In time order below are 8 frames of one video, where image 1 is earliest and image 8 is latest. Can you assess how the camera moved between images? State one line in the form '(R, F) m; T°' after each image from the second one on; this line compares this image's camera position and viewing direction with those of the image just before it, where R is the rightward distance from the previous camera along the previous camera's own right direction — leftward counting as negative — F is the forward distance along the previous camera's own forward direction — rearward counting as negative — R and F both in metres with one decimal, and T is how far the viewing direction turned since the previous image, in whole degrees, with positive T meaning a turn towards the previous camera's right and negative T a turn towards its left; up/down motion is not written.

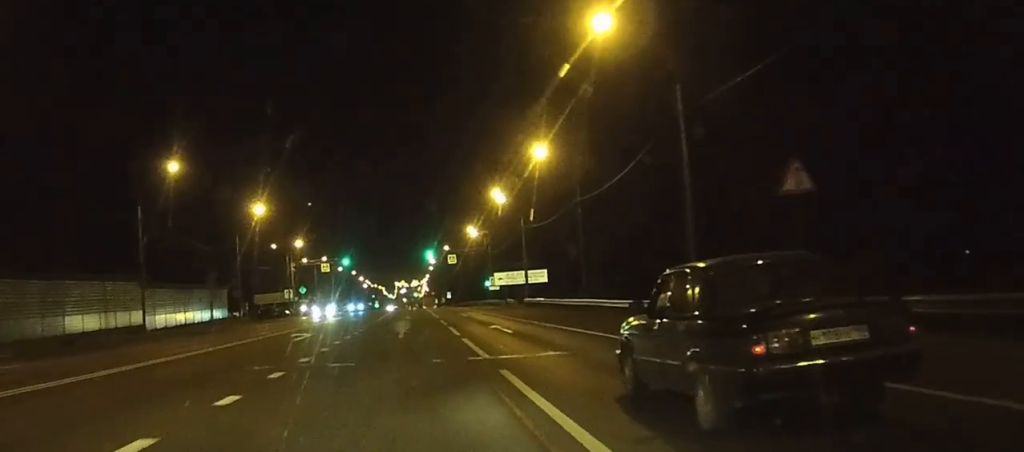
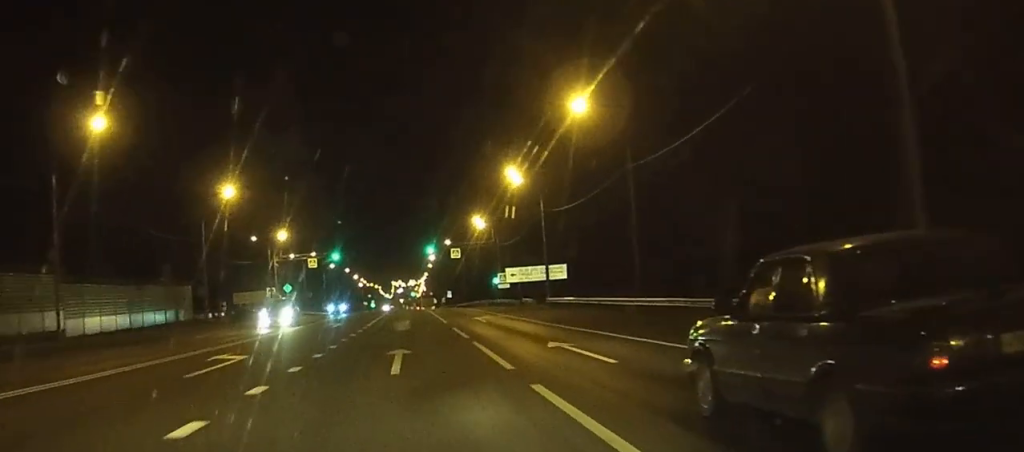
(0.0, +14.6) m; 0°
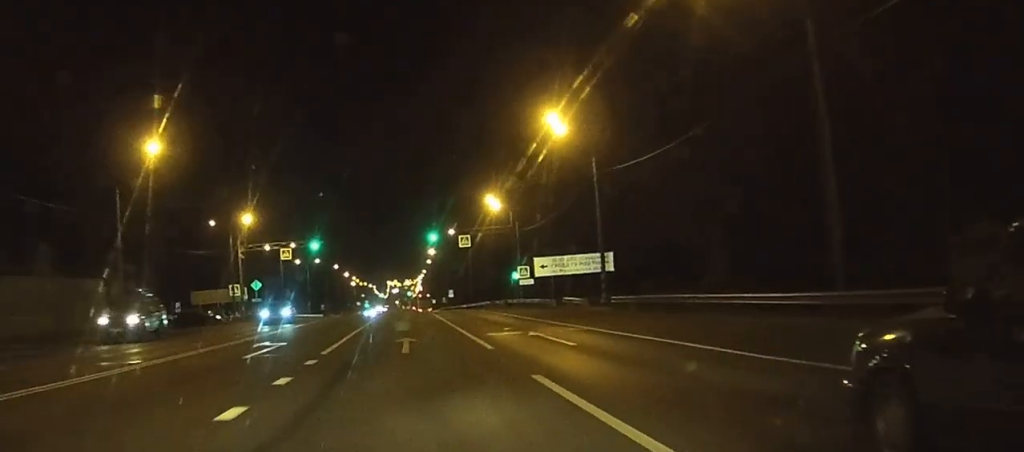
(+0.1, +22.5) m; +1°
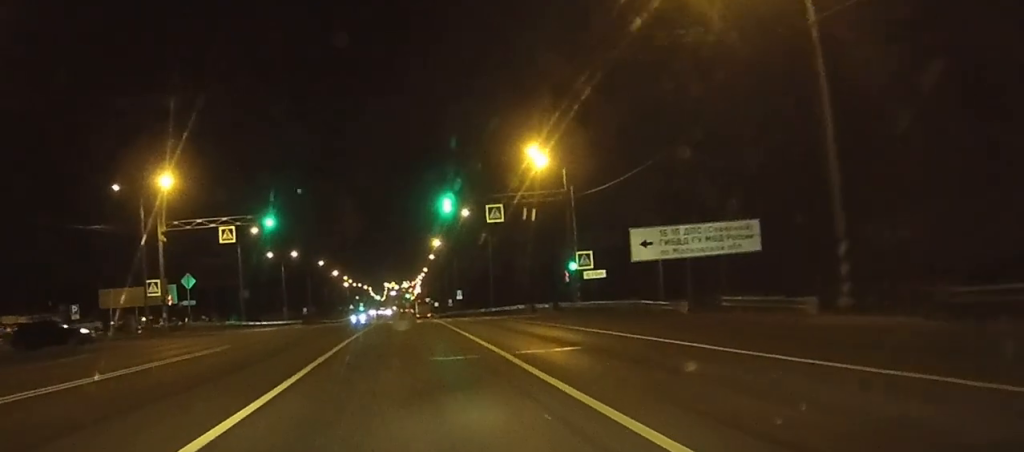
(+0.1, +30.4) m; 0°
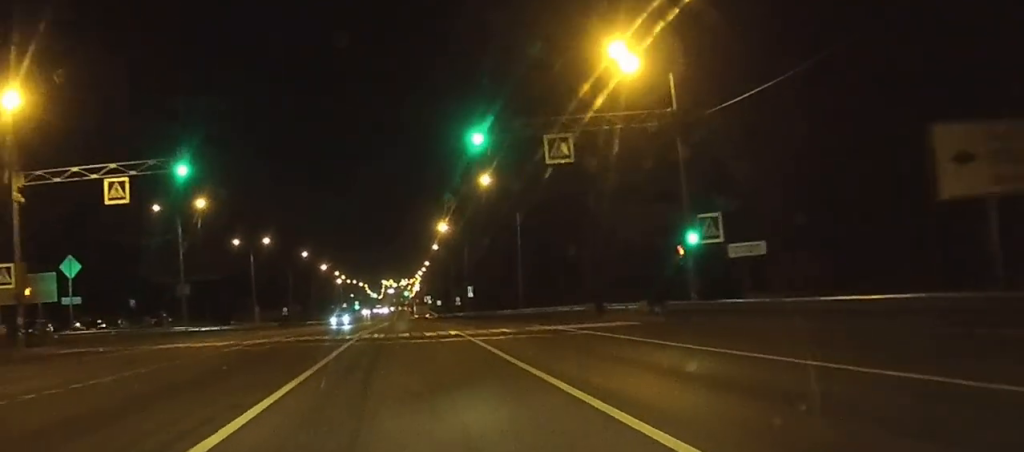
(0.0, +24.3) m; 0°
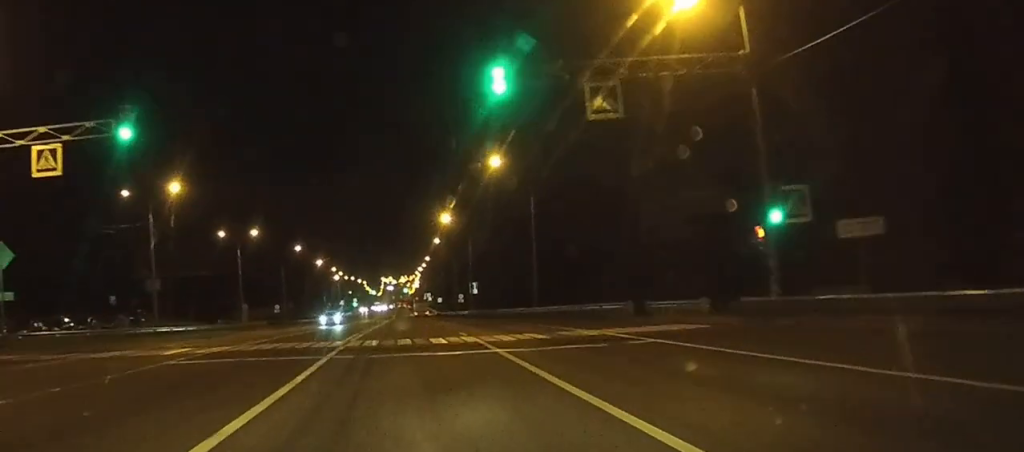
(0.0, +7.9) m; 0°
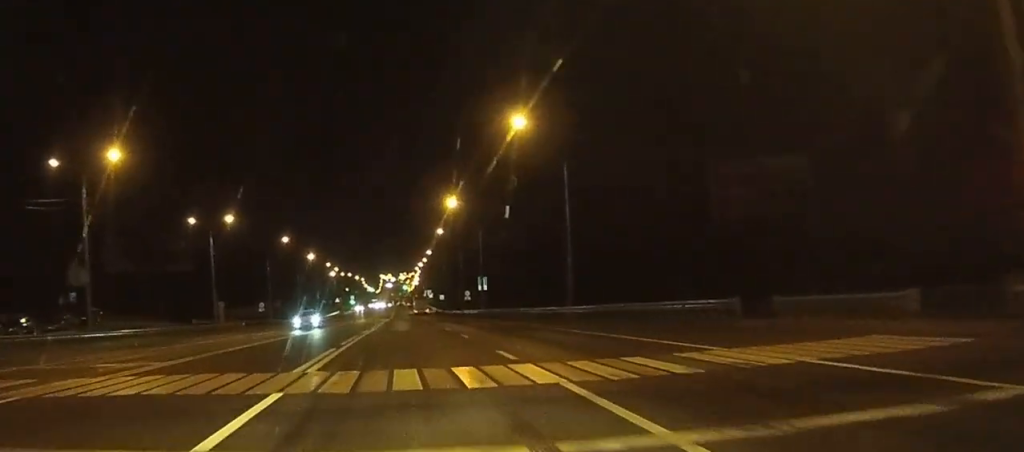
(0.0, +13.1) m; 0°
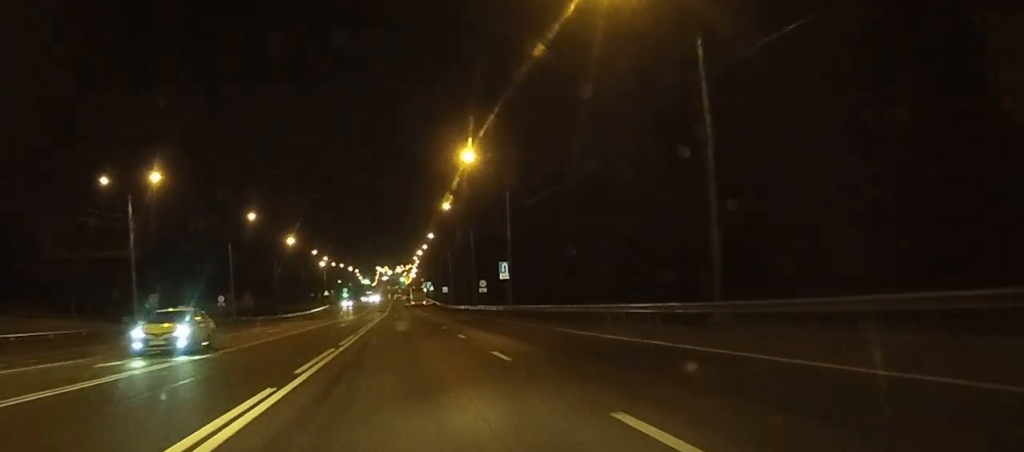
(+0.1, +23.5) m; 0°
